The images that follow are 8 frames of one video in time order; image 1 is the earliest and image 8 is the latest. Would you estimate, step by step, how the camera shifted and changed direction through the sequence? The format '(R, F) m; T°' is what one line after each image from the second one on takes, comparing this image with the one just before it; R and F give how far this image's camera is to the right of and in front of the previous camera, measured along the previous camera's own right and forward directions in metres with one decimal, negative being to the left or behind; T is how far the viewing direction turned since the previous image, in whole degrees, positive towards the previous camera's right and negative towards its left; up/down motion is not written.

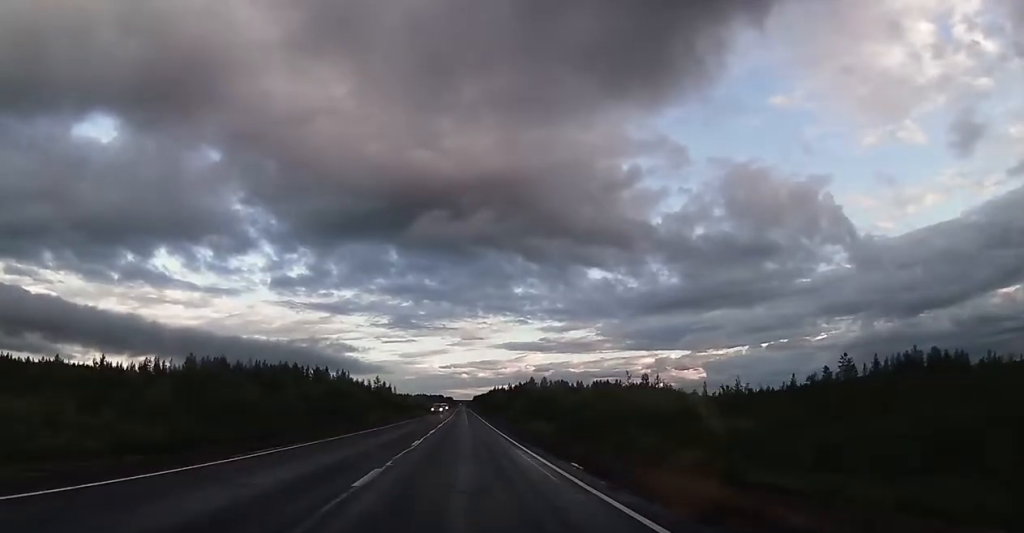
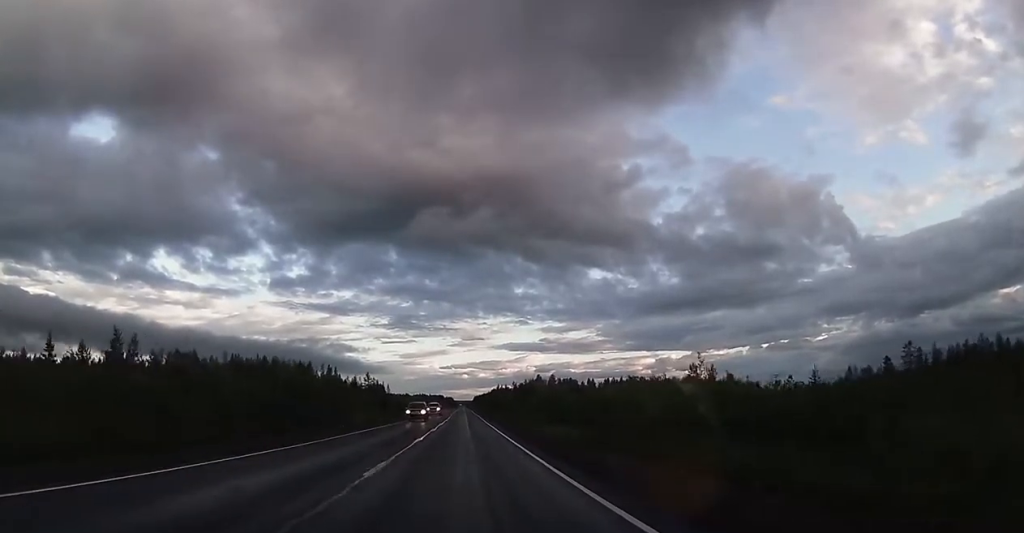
(+0.1, +22.3) m; 0°
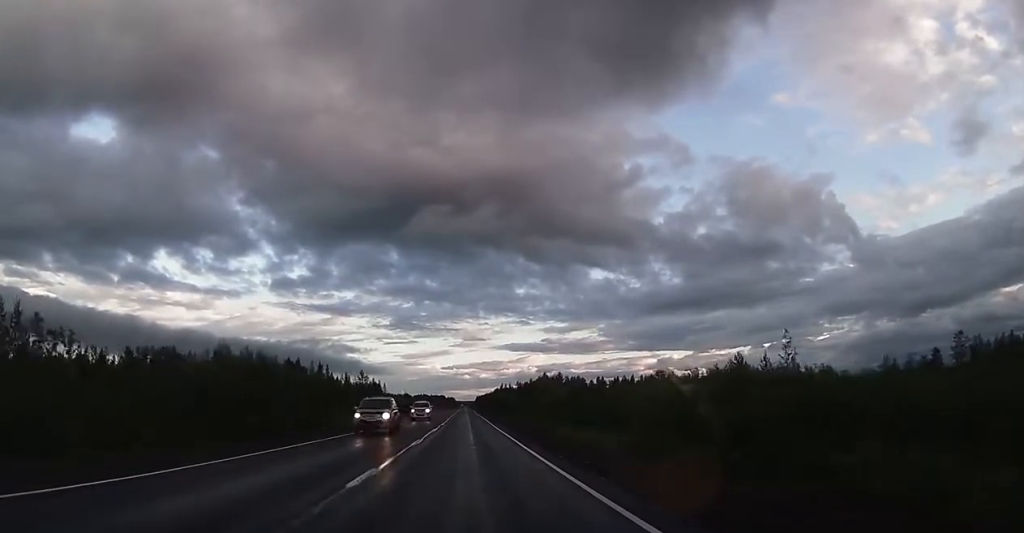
(+0.1, +13.9) m; 0°
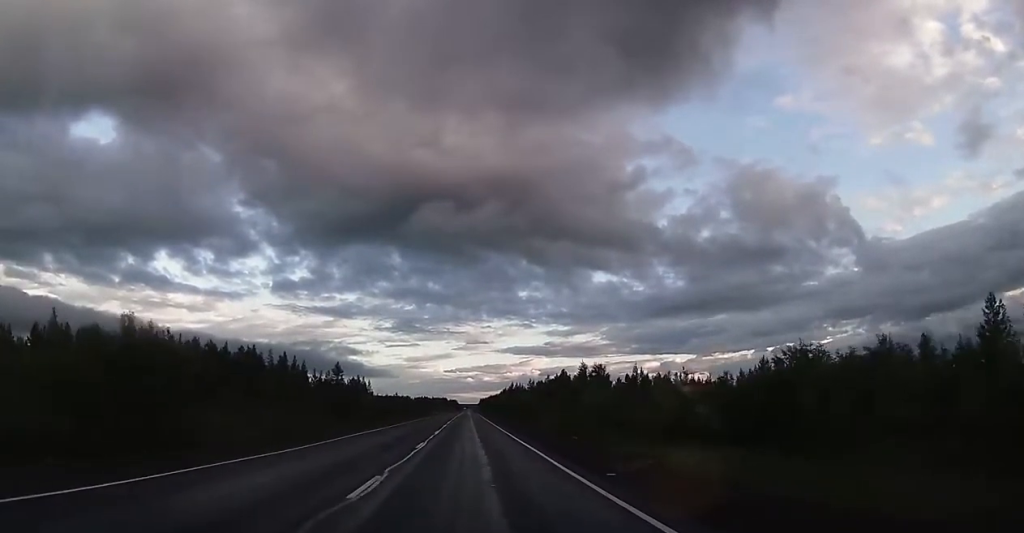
(-0.1, +37.2) m; 0°
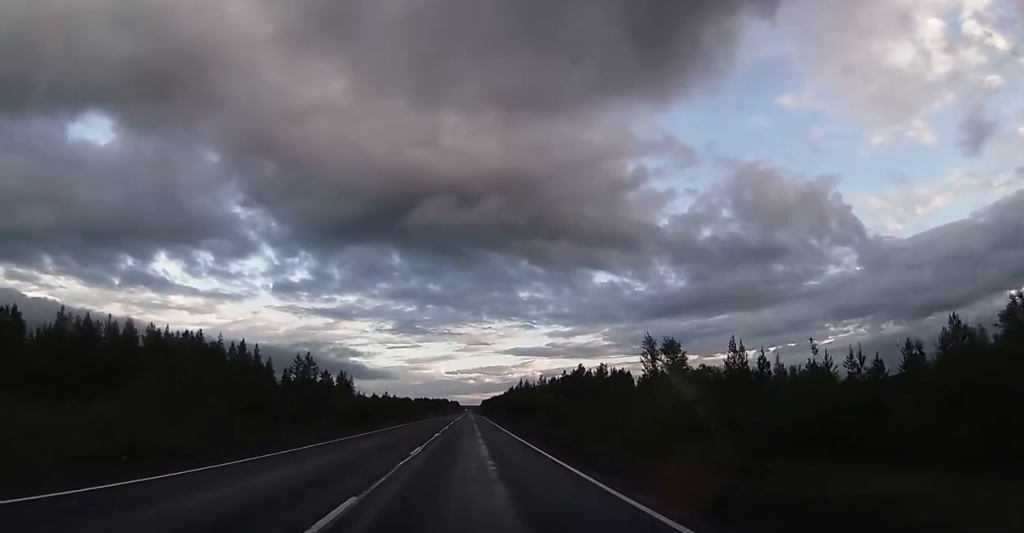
(+0.1, +27.0) m; 0°
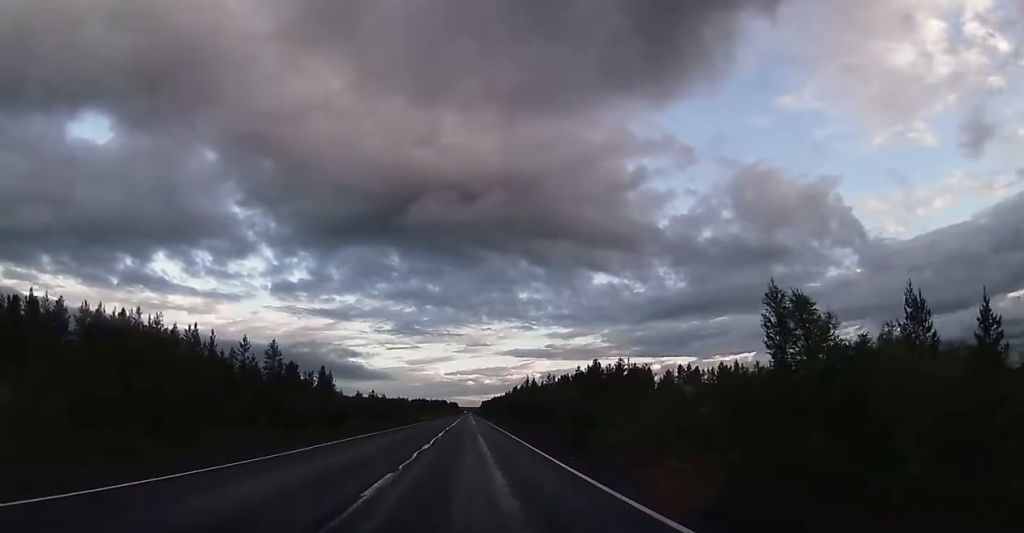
(-0.3, +20.5) m; 0°
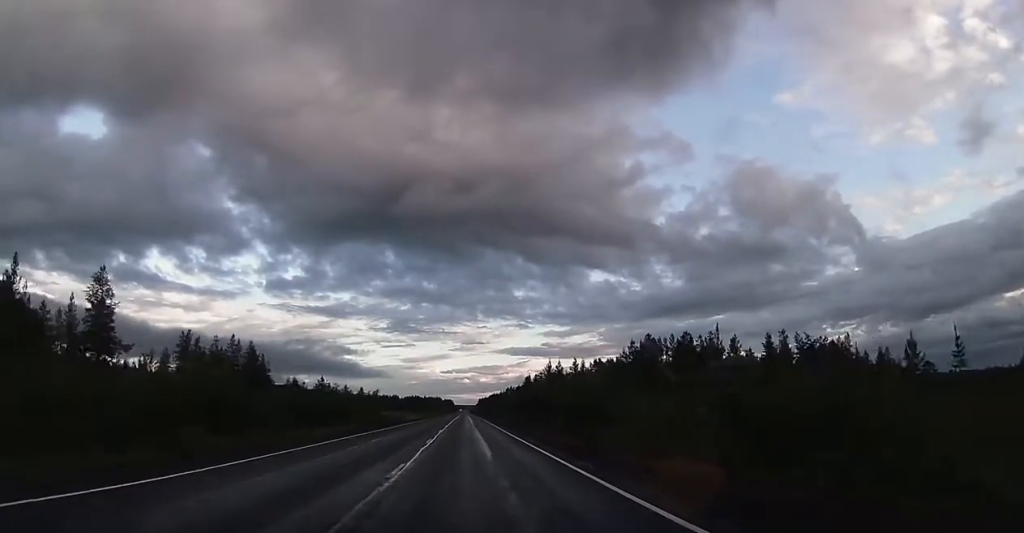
(+0.4, +45.5) m; 0°
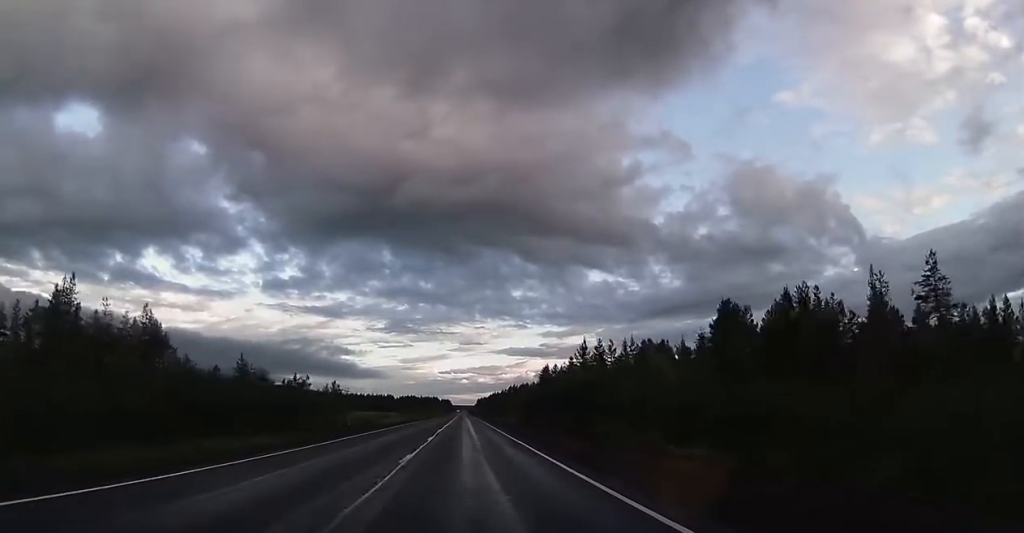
(-0.2, +32.6) m; 0°
